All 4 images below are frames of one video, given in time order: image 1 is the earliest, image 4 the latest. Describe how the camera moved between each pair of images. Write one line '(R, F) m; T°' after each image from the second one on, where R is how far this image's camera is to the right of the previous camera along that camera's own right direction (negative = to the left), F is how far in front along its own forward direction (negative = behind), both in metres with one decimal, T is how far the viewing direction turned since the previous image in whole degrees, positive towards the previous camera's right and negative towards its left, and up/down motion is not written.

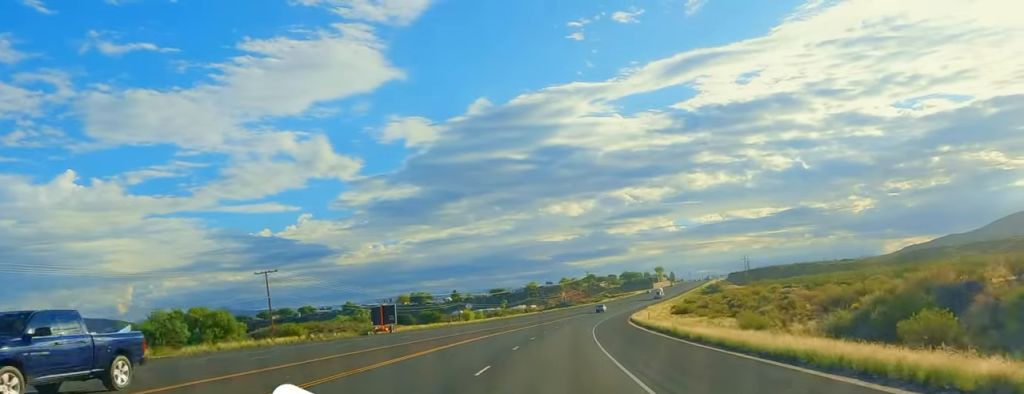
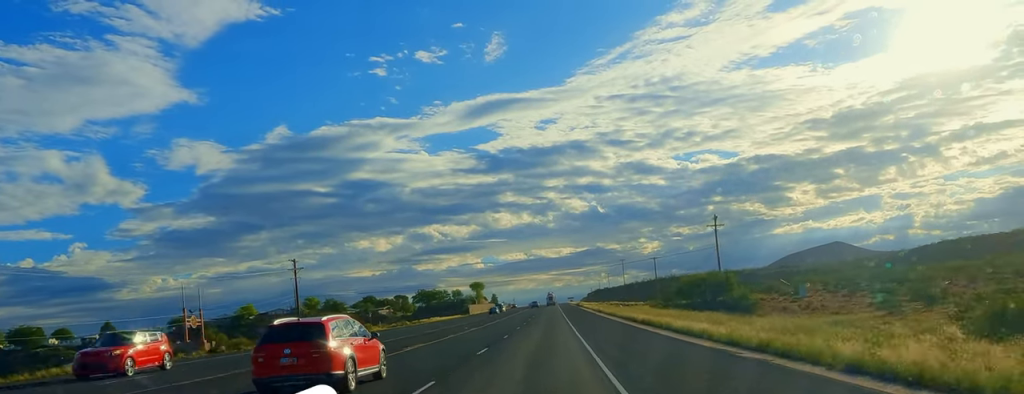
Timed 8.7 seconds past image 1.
(+30.3, +230.1) m; +12°
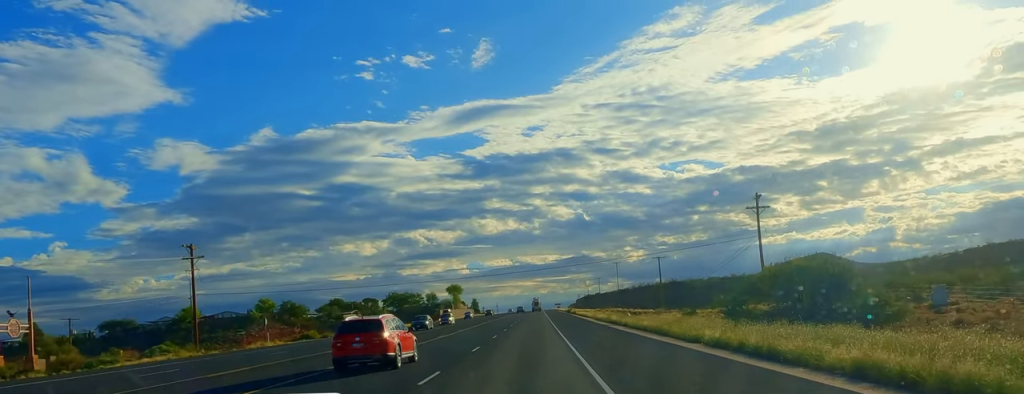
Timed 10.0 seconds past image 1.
(+0.4, +33.1) m; +1°
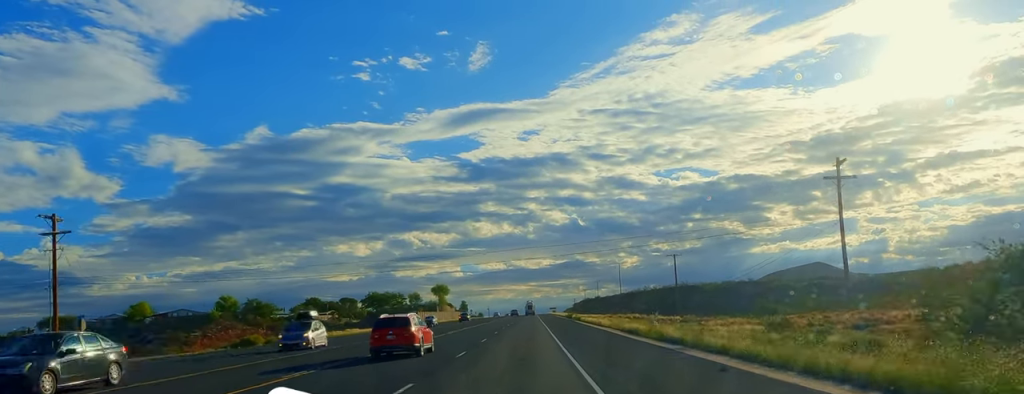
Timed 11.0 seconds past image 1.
(0.0, +26.6) m; +1°
